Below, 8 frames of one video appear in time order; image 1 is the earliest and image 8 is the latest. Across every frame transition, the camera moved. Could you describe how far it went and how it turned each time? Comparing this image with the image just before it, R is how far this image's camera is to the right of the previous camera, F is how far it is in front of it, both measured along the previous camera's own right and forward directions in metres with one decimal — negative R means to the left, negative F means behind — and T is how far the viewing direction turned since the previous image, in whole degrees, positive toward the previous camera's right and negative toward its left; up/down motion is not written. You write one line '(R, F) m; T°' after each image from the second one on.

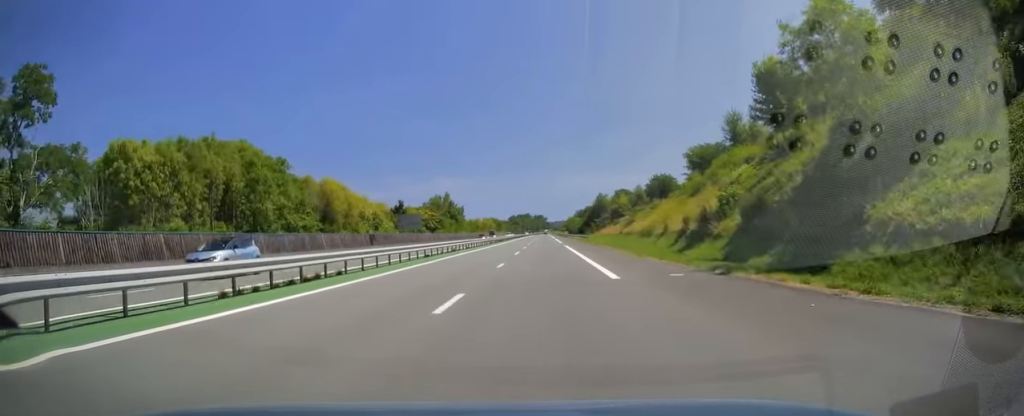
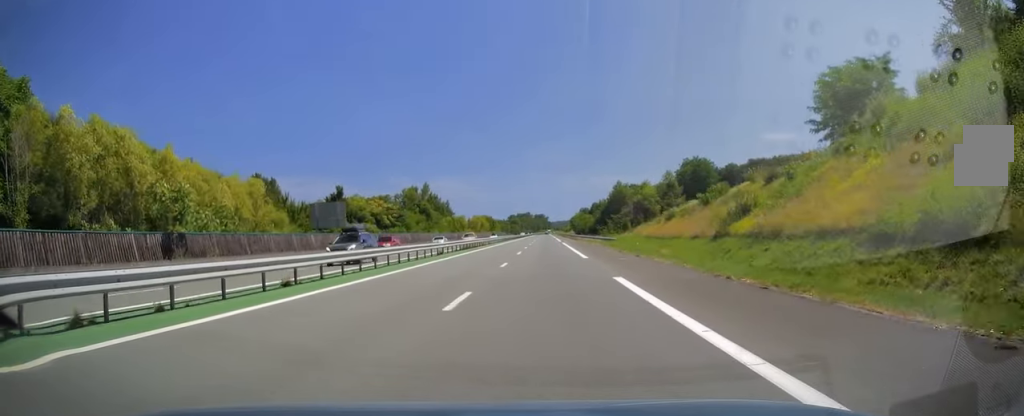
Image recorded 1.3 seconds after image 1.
(0.0, +38.7) m; 0°
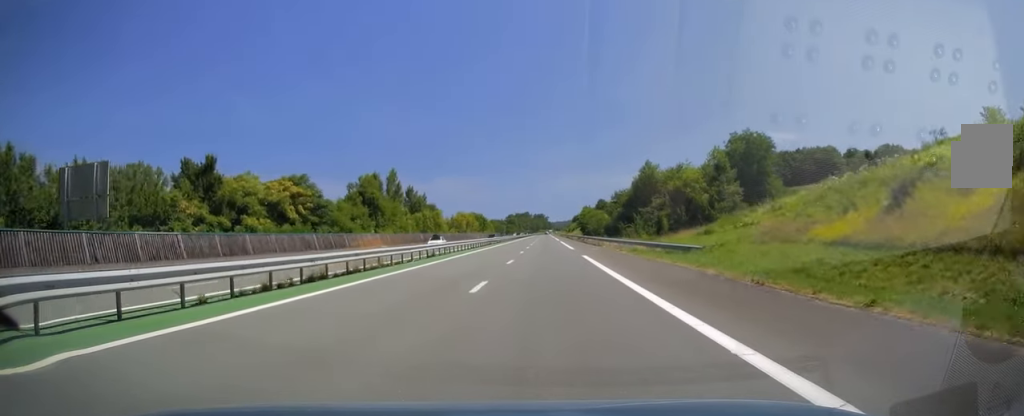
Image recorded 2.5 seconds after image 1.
(+0.1, +35.7) m; 0°
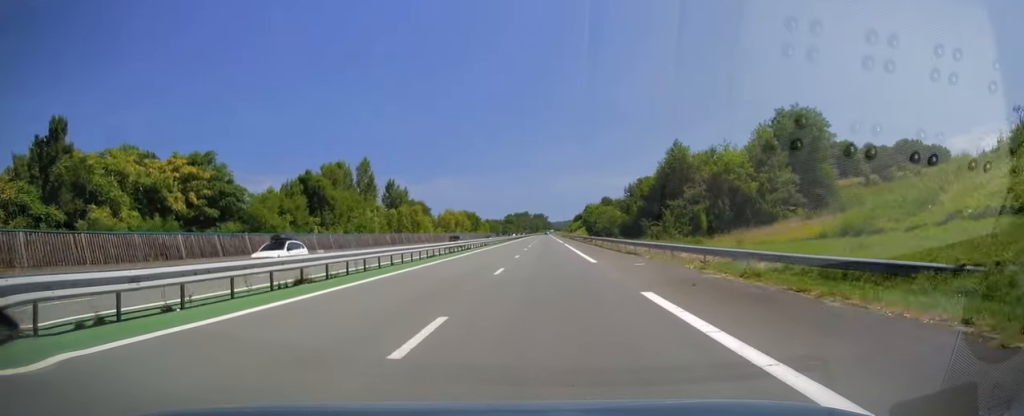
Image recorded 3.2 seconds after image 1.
(-0.1, +20.1) m; 0°
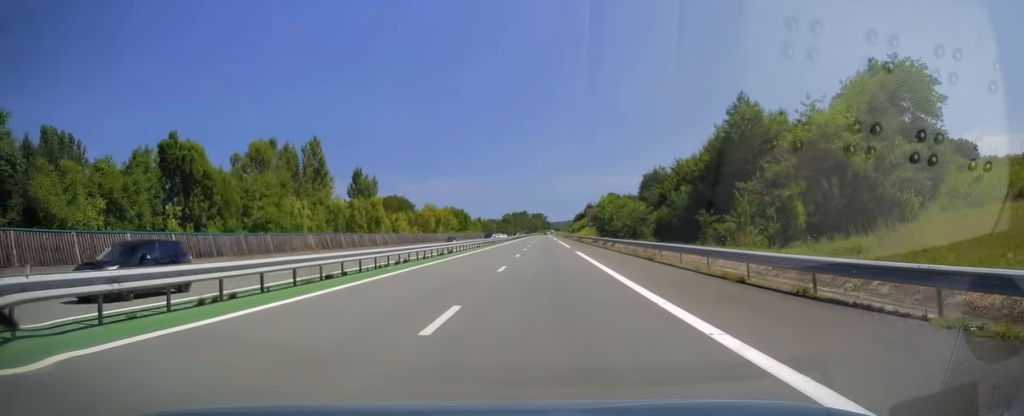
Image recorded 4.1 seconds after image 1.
(0.0, +24.5) m; 0°
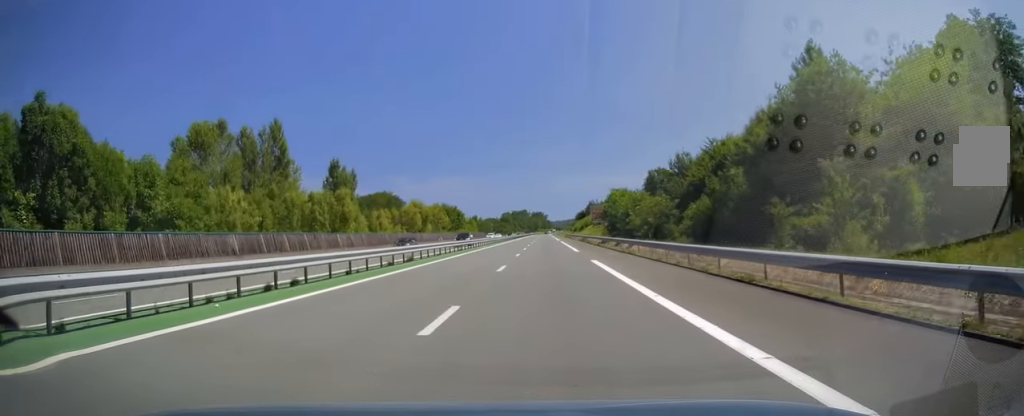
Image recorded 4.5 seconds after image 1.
(0.0, +13.2) m; 0°
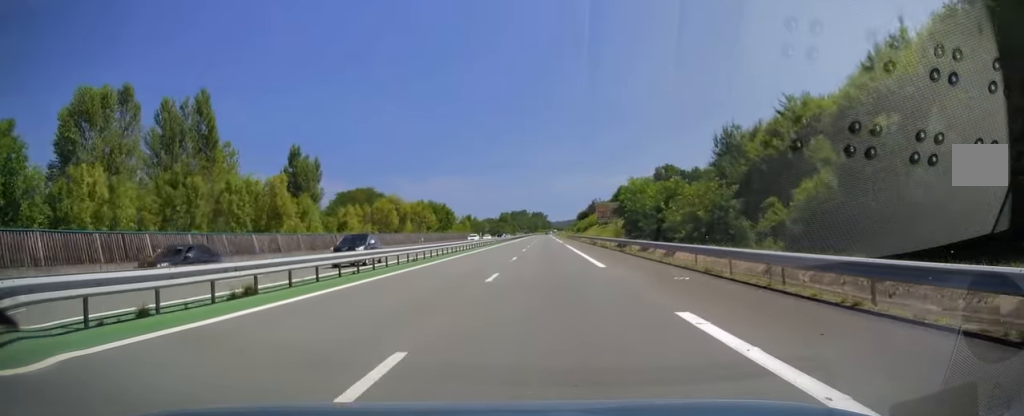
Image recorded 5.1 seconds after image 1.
(0.0, +17.1) m; 0°
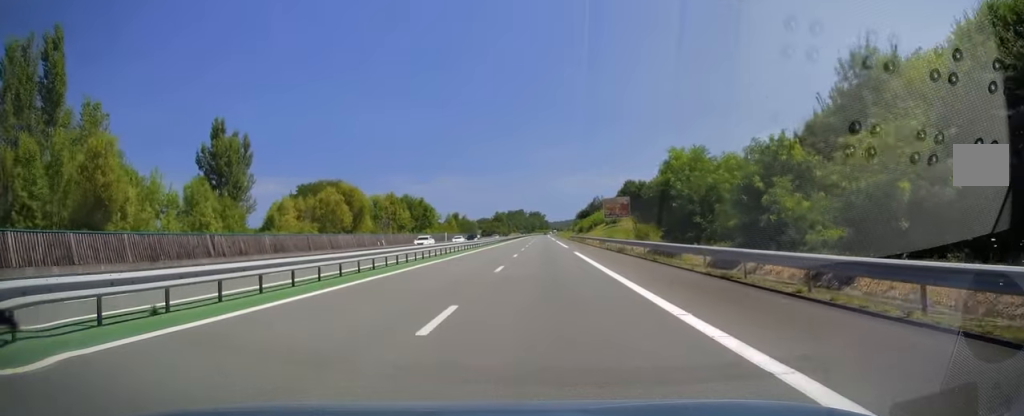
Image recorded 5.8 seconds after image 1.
(0.0, +21.6) m; 0°
